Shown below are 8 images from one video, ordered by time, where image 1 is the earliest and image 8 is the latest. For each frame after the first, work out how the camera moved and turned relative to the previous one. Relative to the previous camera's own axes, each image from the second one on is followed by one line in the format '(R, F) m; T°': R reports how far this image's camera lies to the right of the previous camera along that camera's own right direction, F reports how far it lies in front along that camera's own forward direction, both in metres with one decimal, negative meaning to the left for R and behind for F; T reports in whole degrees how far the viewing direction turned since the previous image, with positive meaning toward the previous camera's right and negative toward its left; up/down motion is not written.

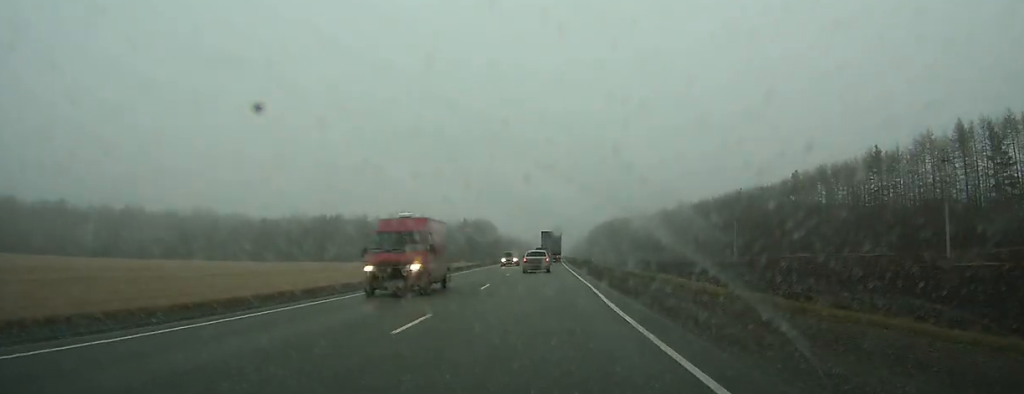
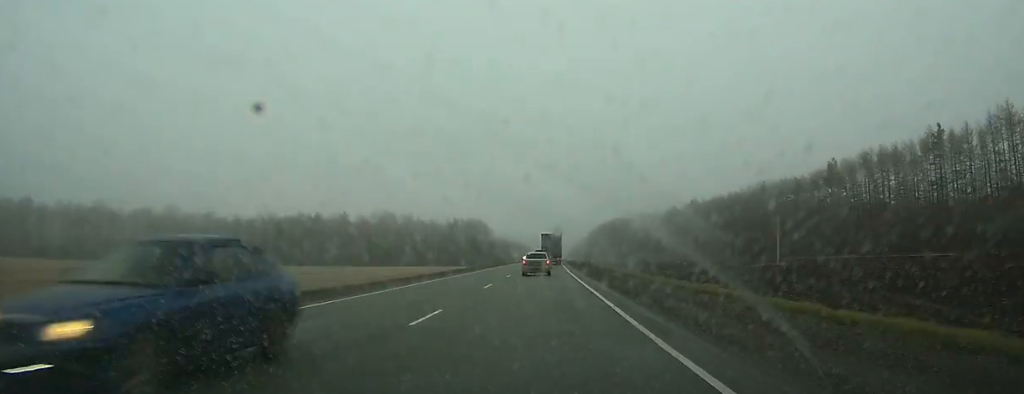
(+0.1, +22.7) m; 0°
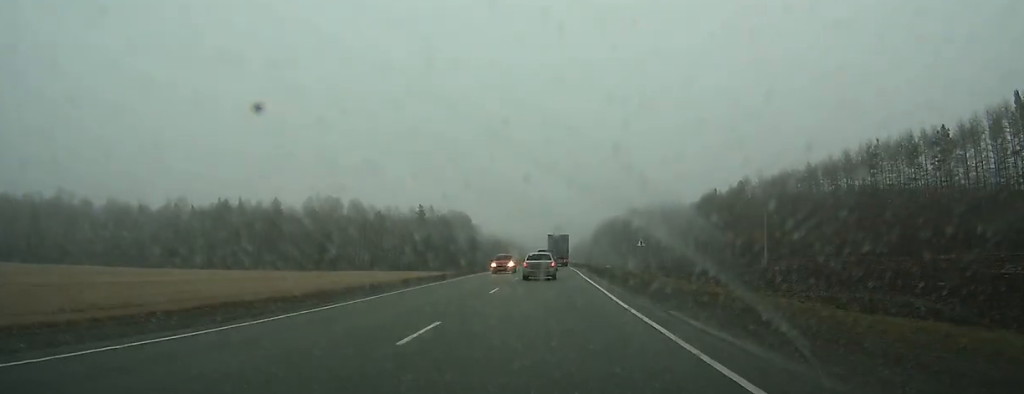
(+0.1, +62.1) m; 0°
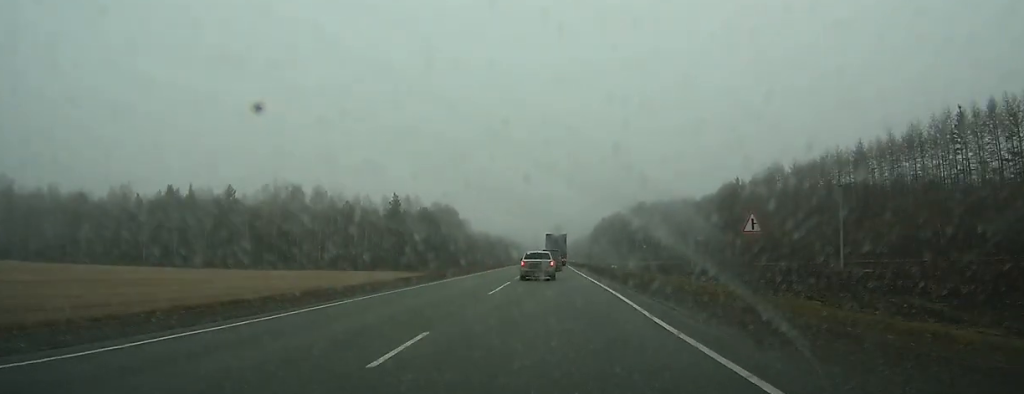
(0.0, +25.6) m; 0°
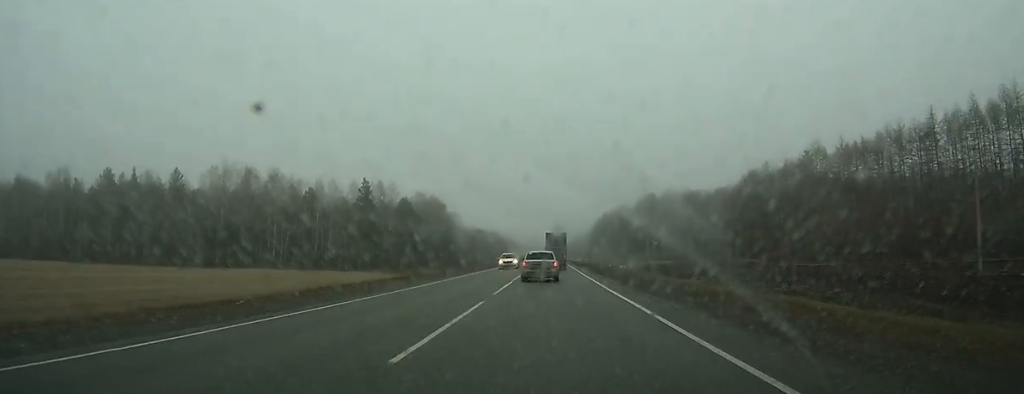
(0.0, +23.5) m; 0°
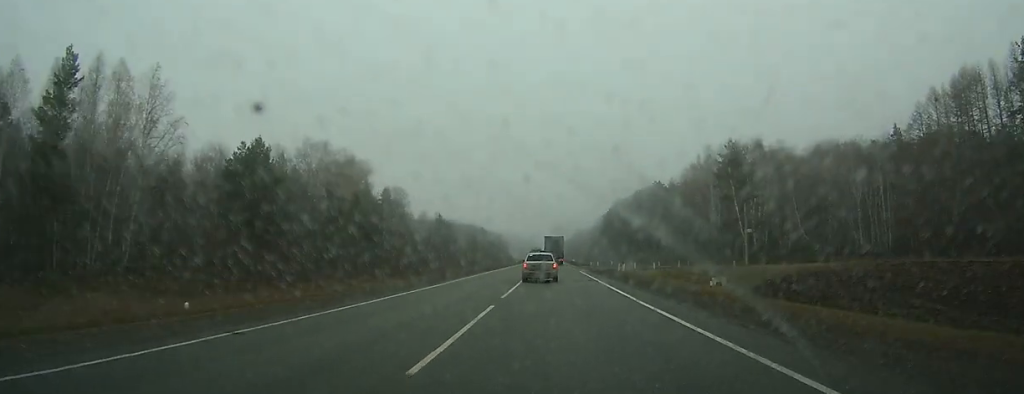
(+0.5, +83.0) m; +1°
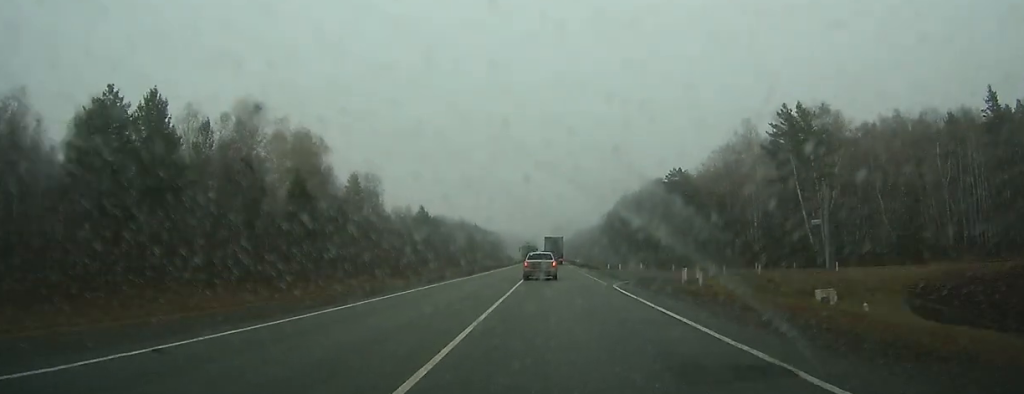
(+0.1, +26.2) m; 0°
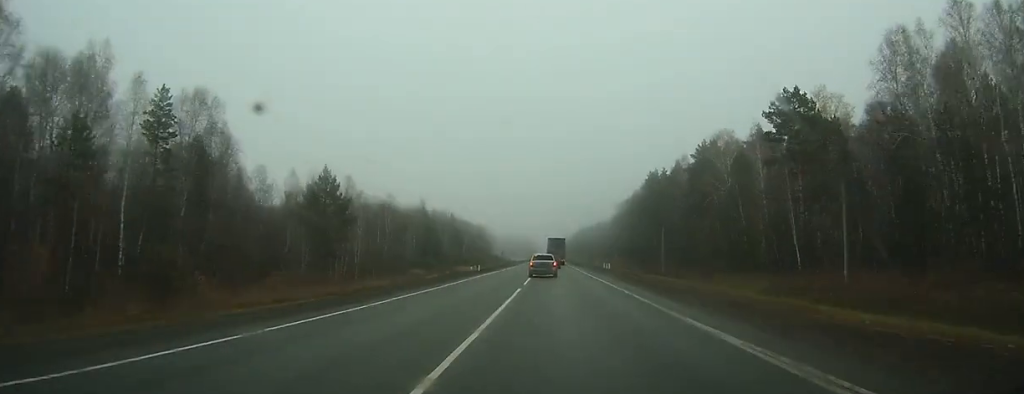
(+0.2, +69.5) m; 0°
